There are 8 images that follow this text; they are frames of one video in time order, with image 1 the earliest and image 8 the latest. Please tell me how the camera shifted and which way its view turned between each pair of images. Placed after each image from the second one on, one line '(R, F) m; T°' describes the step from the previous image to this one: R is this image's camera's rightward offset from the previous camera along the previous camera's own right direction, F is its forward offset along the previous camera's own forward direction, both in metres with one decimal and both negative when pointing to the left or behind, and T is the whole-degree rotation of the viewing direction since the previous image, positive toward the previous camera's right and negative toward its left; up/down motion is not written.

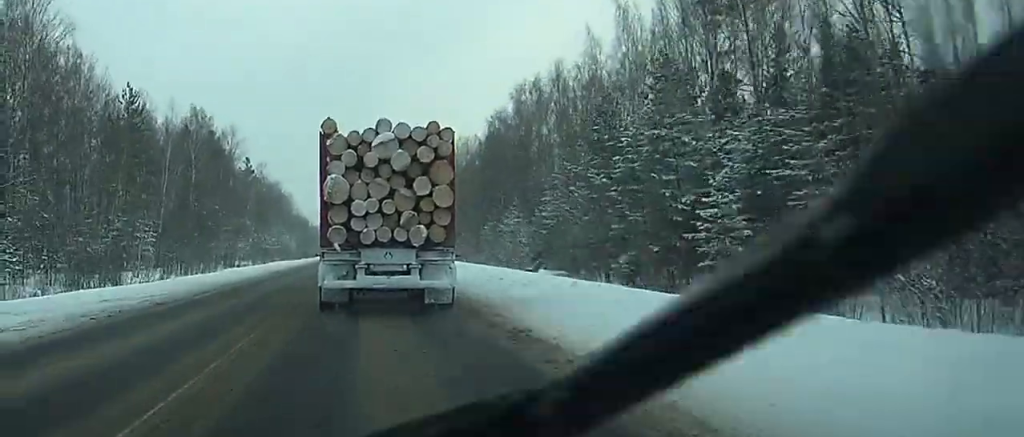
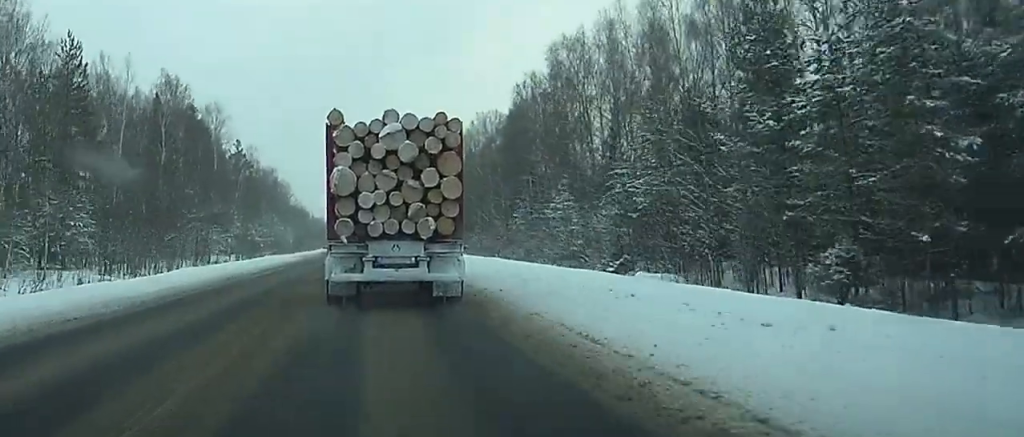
(0.0, +20.6) m; 0°
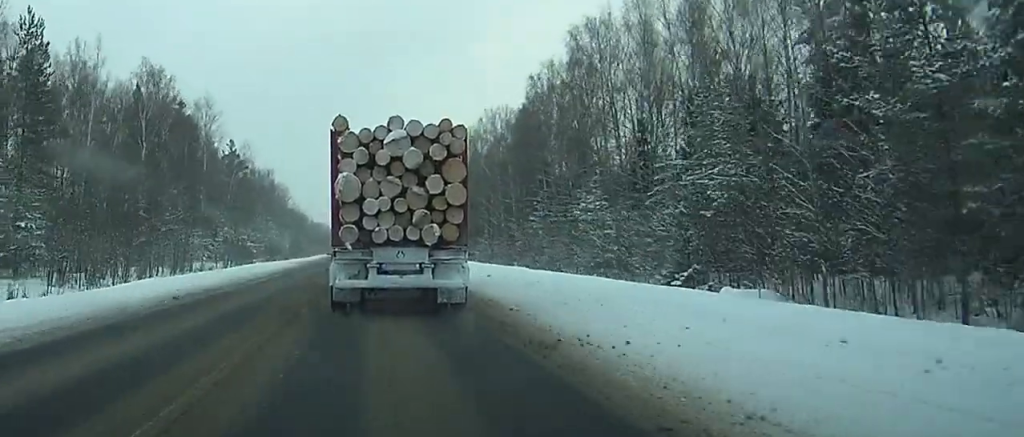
(0.0, +9.6) m; 0°
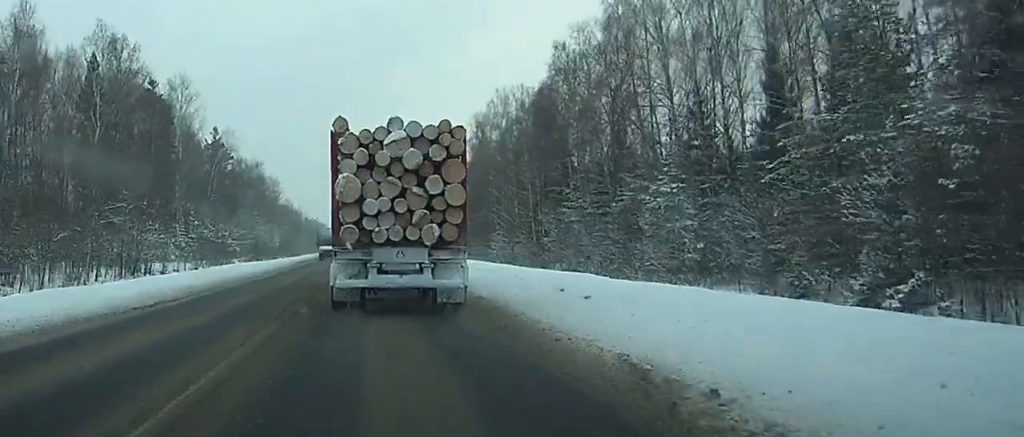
(0.0, +15.6) m; 0°
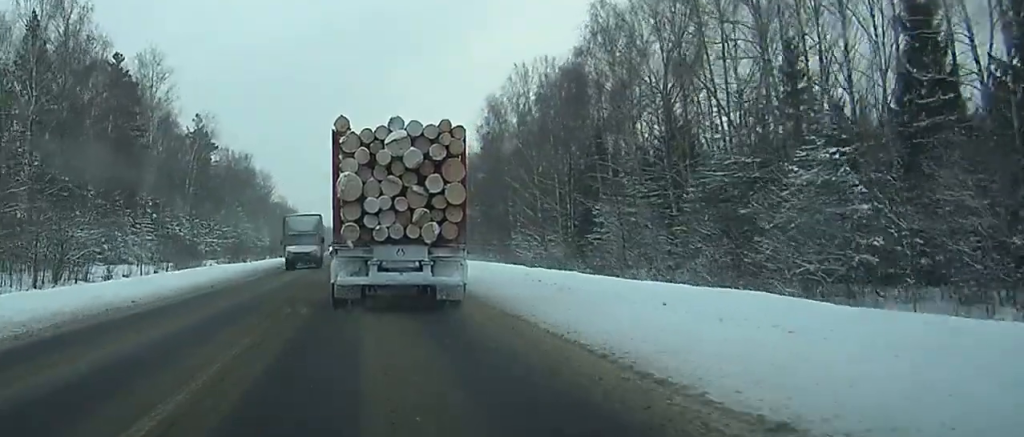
(0.0, +16.1) m; 0°
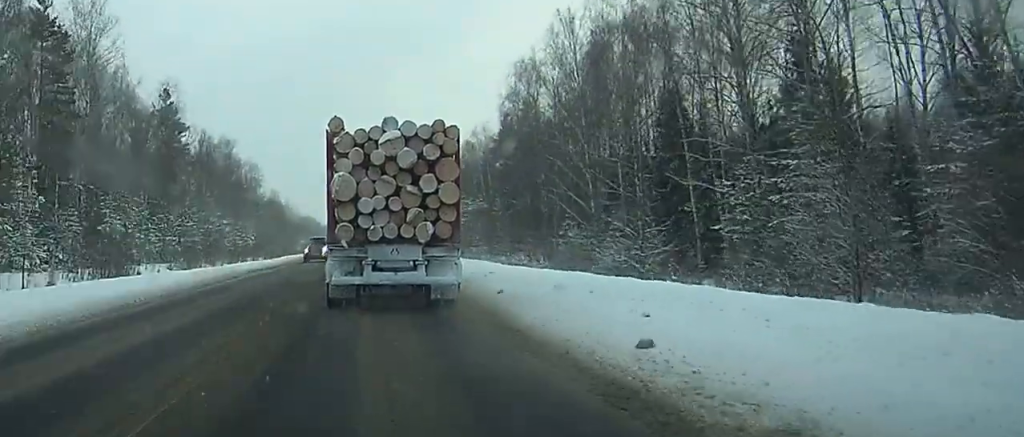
(+0.2, +23.9) m; 0°
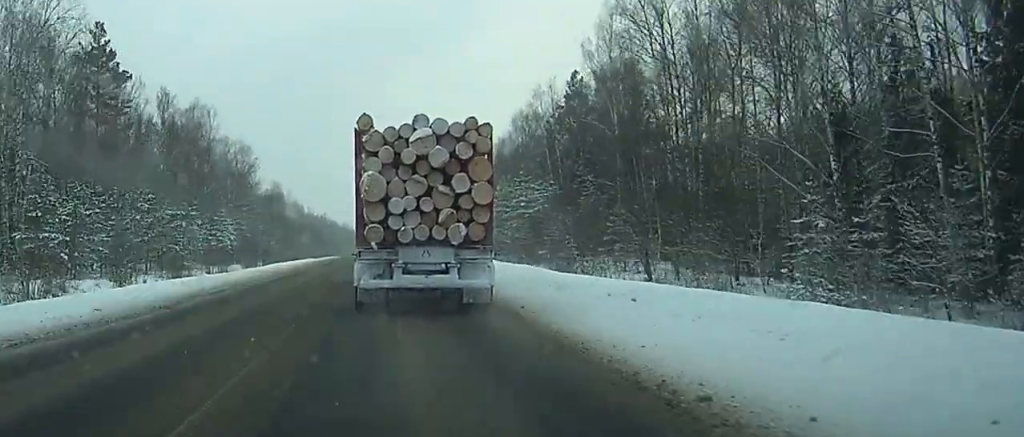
(-0.2, +39.4) m; 0°
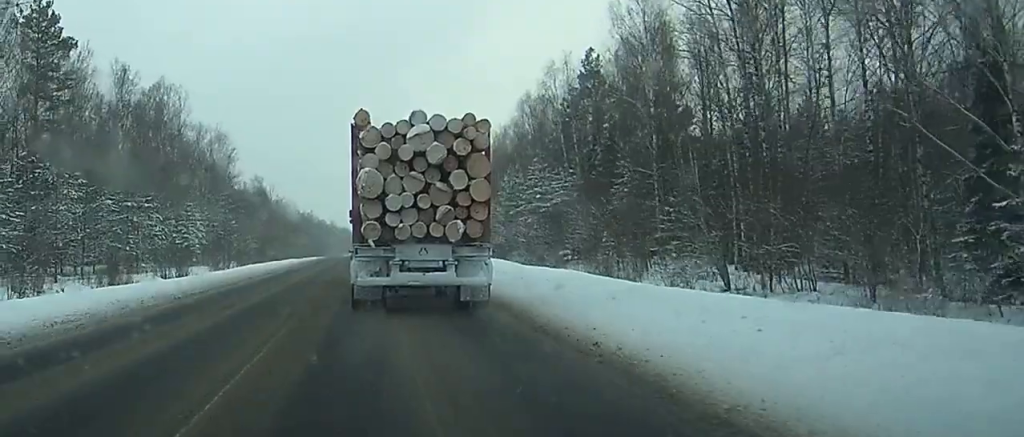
(0.0, +13.7) m; 0°
